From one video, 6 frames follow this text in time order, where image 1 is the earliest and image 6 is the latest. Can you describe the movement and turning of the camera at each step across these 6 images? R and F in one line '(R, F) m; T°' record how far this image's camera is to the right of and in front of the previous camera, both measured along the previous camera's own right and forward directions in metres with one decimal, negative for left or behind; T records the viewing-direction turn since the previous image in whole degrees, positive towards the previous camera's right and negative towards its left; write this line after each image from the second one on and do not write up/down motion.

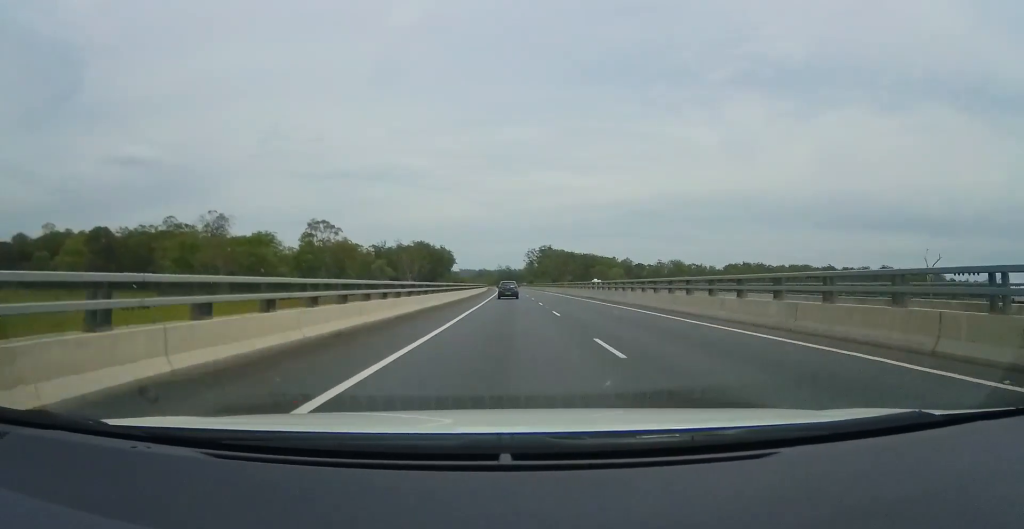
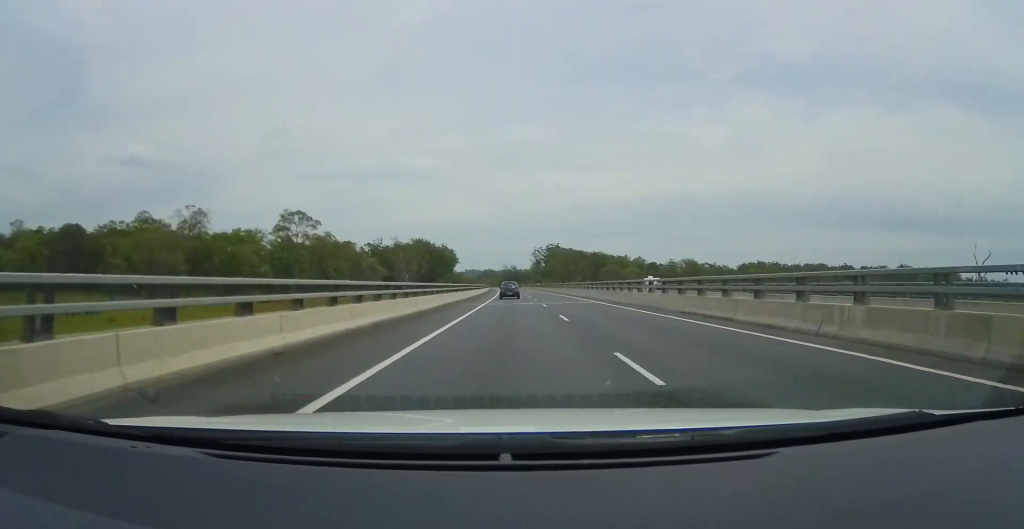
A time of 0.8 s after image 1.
(+0.5, +25.3) m; +1°
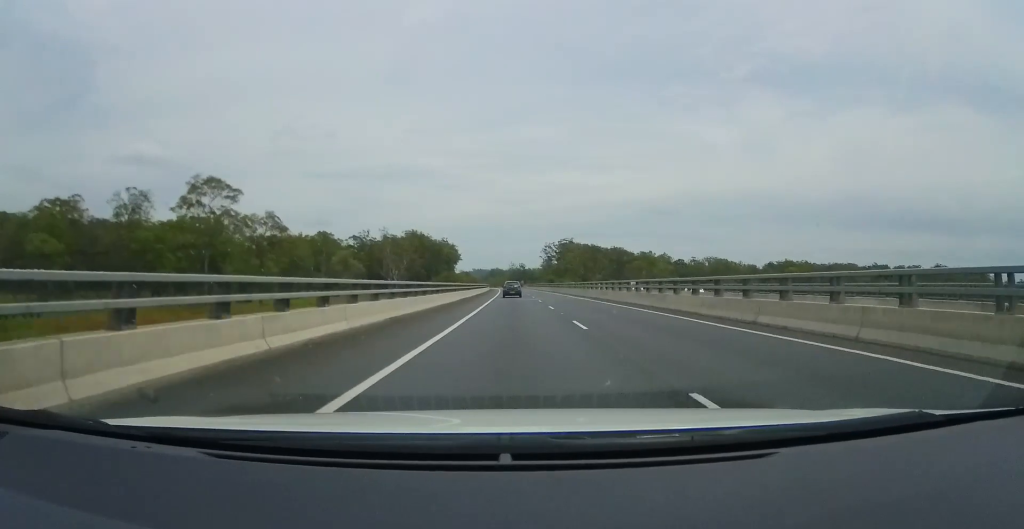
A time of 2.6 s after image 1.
(-0.7, +52.0) m; -2°
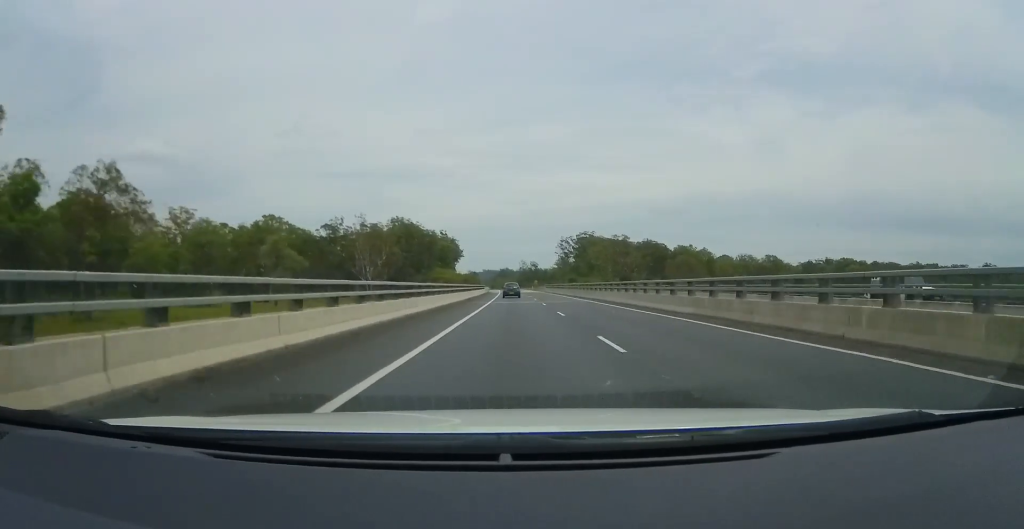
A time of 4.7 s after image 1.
(-0.1, +64.0) m; -1°
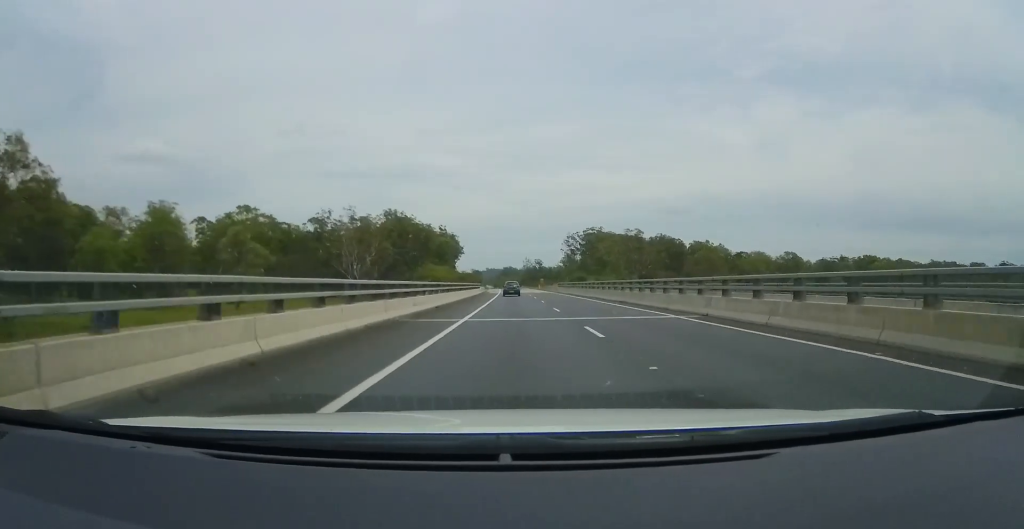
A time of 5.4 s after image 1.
(-0.2, +21.7) m; -1°
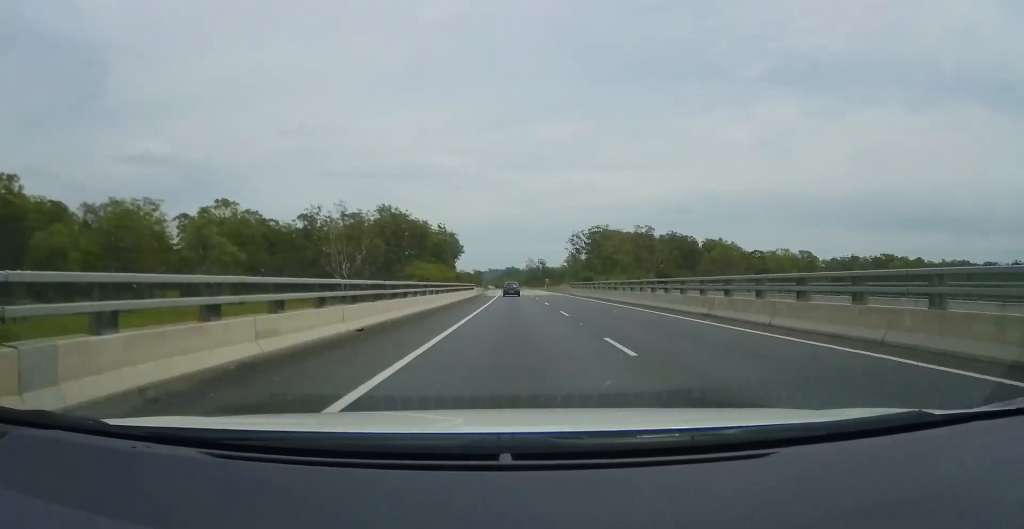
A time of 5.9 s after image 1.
(-0.2, +14.5) m; -1°
